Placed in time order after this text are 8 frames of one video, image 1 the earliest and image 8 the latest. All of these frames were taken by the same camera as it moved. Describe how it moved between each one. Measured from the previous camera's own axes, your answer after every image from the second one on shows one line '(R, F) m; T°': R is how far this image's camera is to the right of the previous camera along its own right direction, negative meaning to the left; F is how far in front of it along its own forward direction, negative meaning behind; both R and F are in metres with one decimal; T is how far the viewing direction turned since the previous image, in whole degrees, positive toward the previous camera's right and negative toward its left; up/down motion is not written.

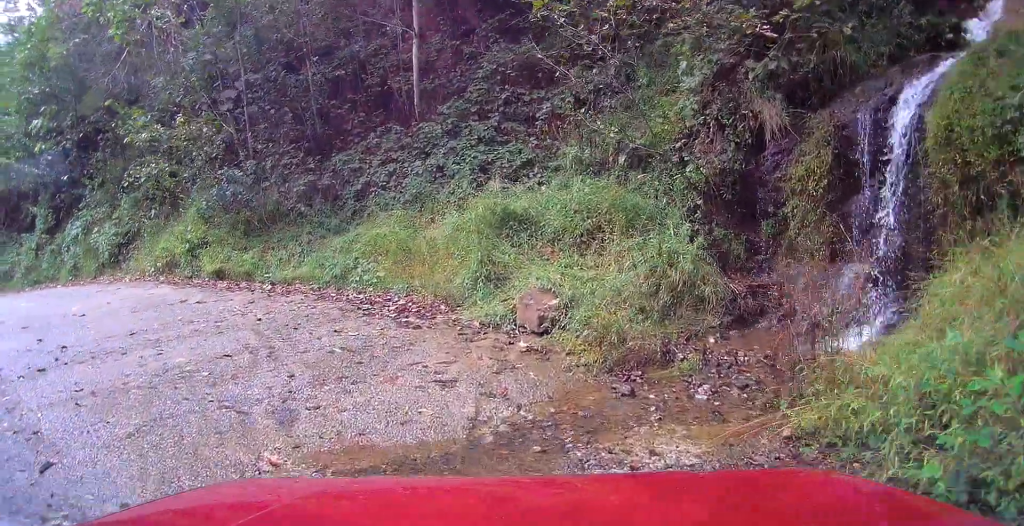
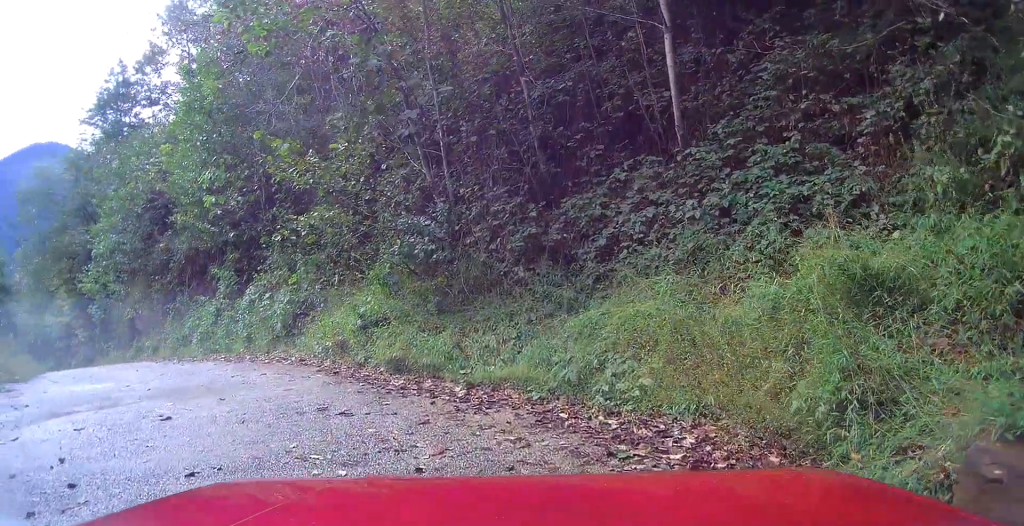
(-0.9, +2.8) m; -33°
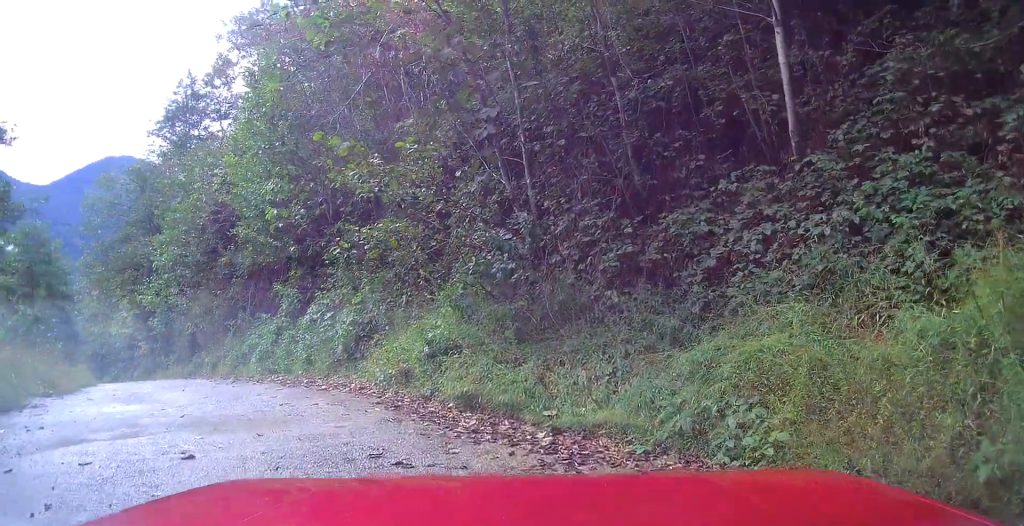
(-0.1, +1.0) m; -8°
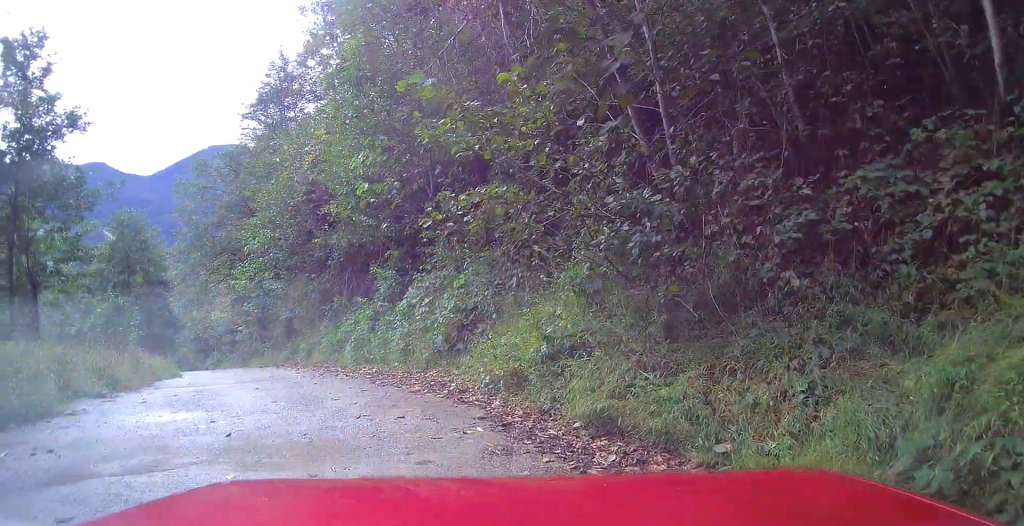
(-0.2, +1.6) m; -6°
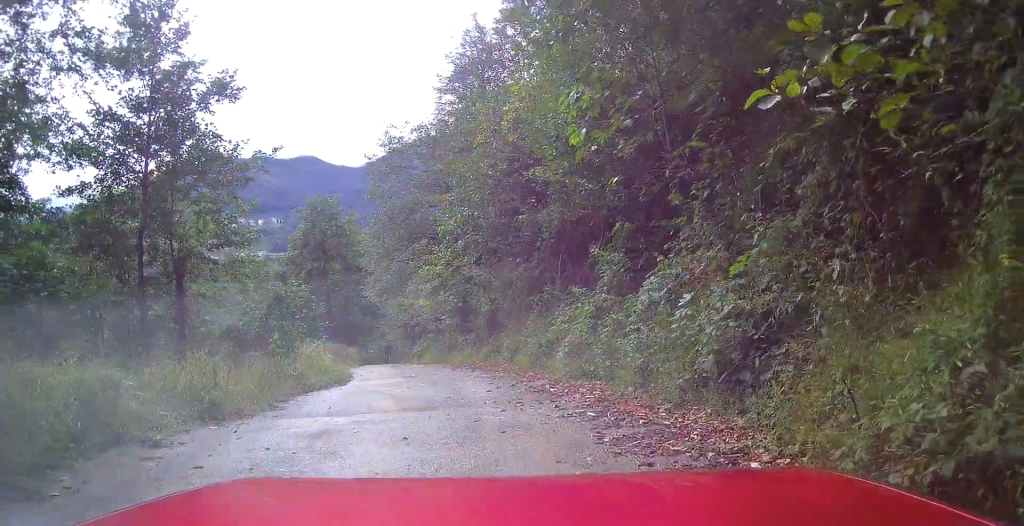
(-0.2, +3.8) m; 0°
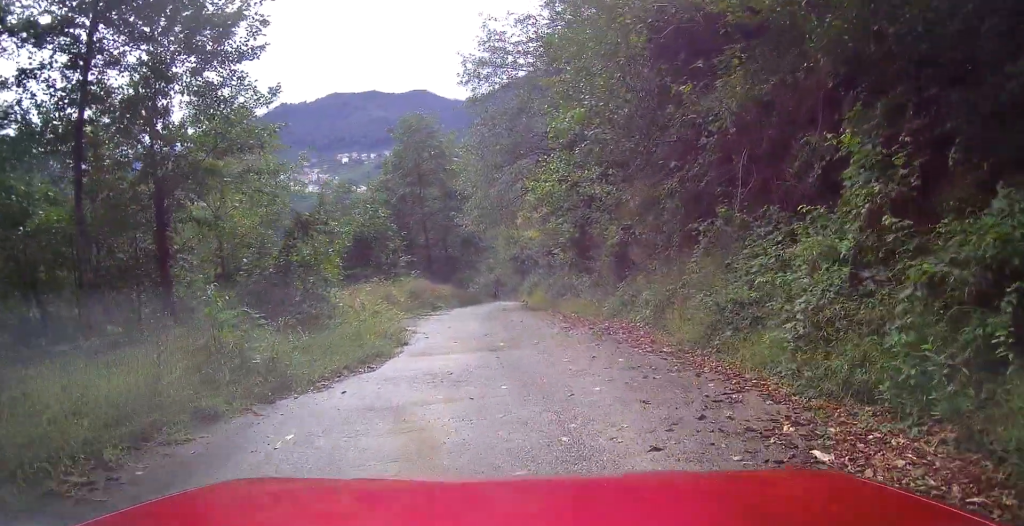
(+0.6, +6.3) m; +4°
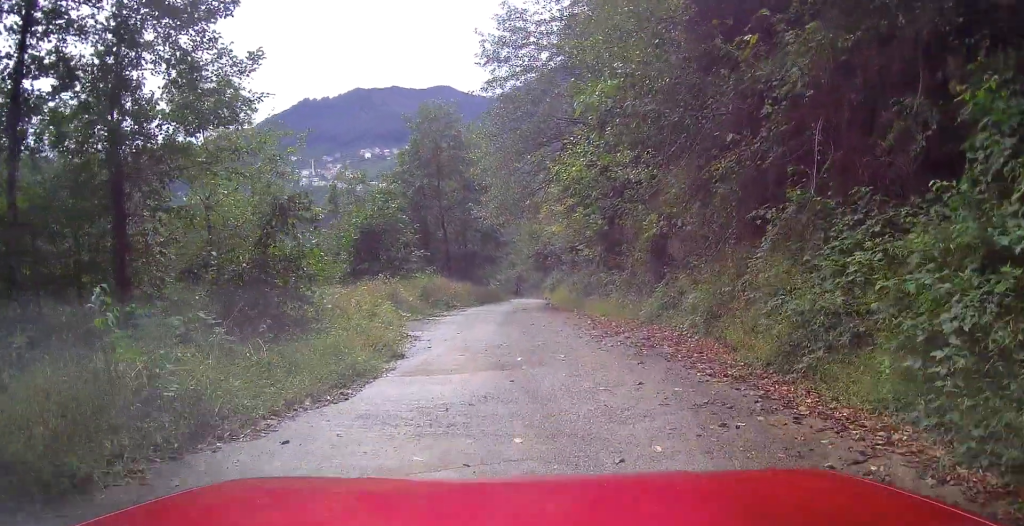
(0.0, +2.3) m; +1°
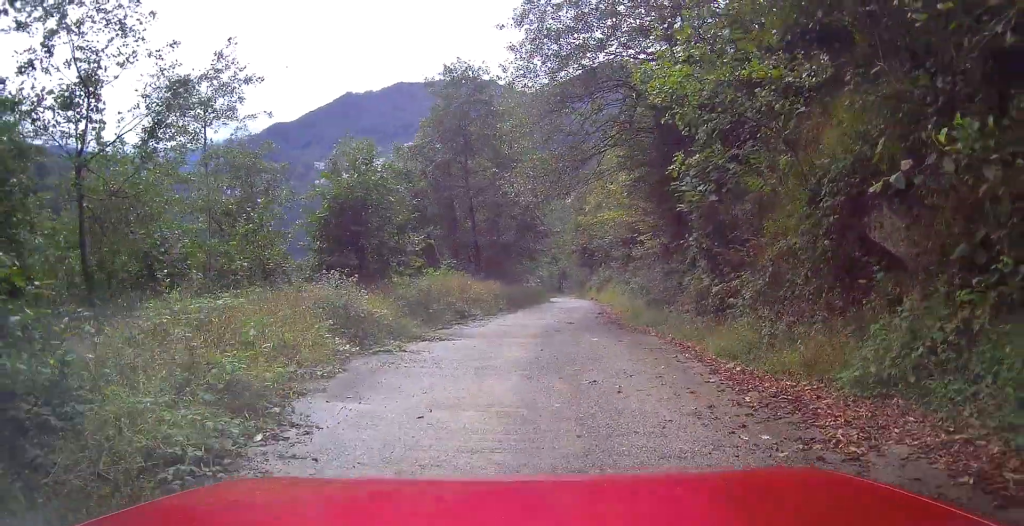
(+0.4, +8.0) m; +5°
